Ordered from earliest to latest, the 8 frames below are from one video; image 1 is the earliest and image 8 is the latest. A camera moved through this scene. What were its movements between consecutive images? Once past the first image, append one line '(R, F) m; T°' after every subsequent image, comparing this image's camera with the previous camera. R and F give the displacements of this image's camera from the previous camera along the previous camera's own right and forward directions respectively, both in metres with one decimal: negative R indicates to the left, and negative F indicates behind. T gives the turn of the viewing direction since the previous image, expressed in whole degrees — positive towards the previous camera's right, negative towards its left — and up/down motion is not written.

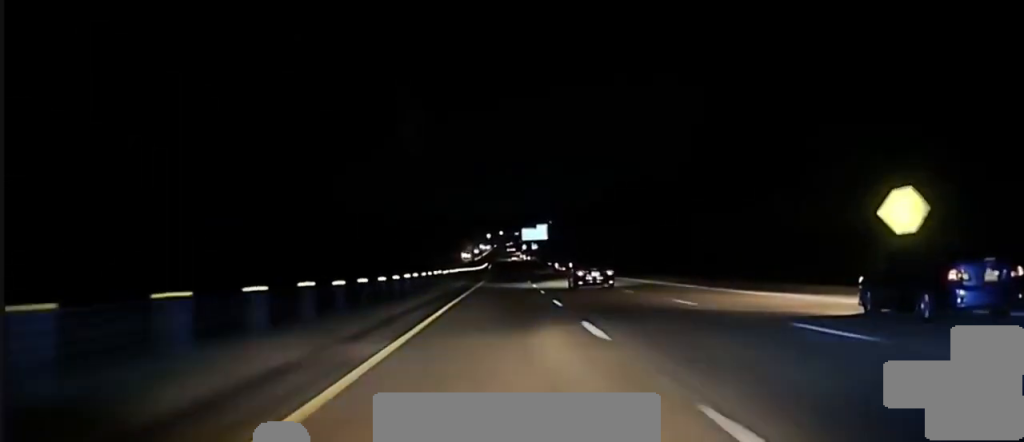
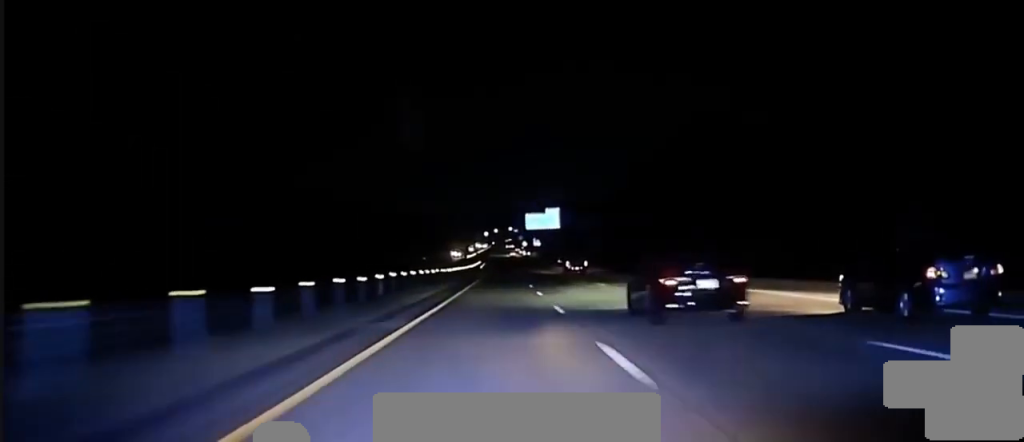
(0.0, +53.7) m; 0°
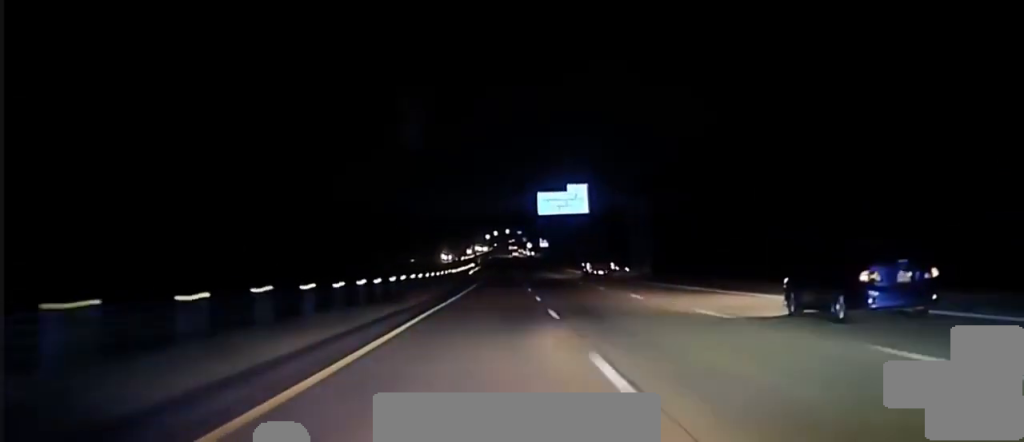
(0.0, +49.0) m; -1°
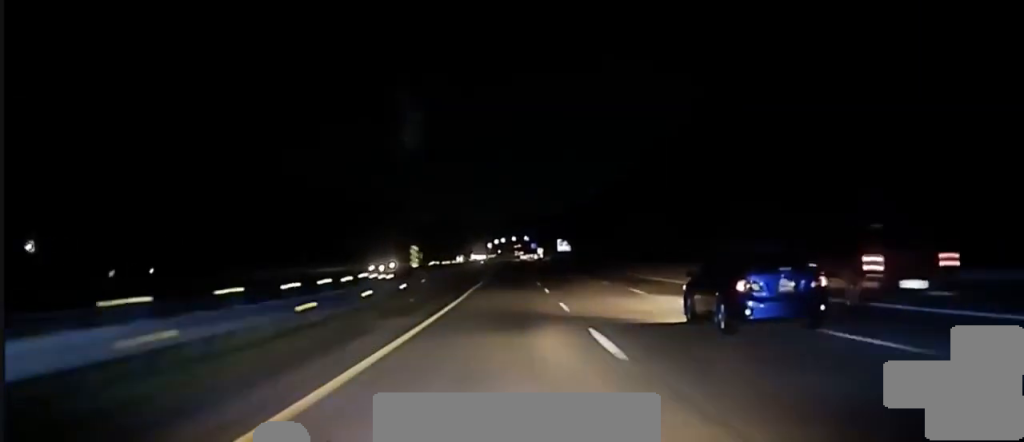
(-0.2, +105.6) m; 0°
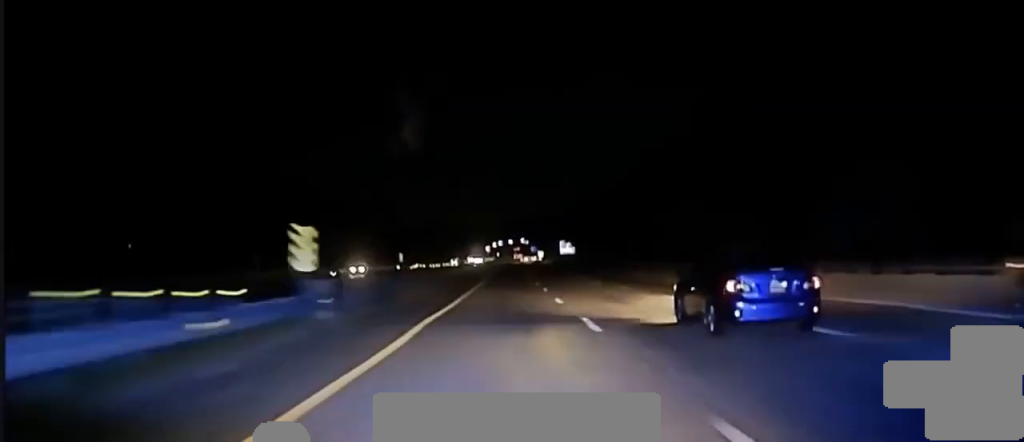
(0.0, +21.3) m; 0°
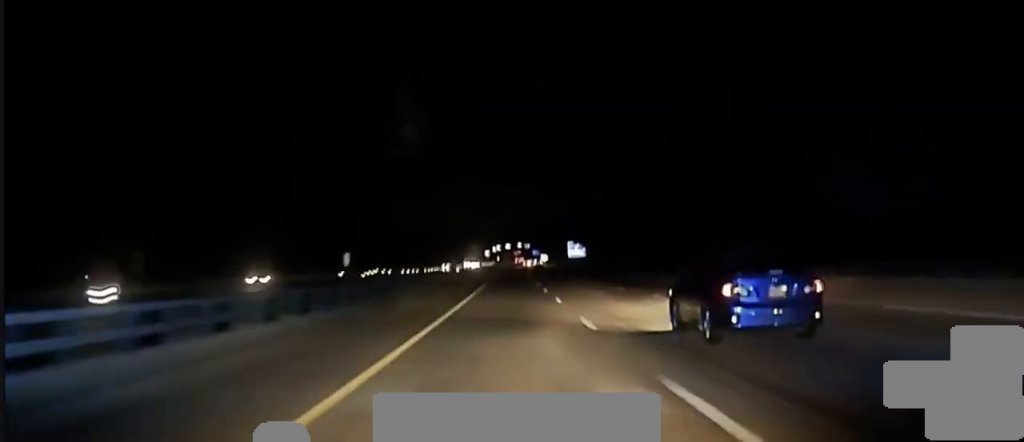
(0.0, +33.2) m; 0°
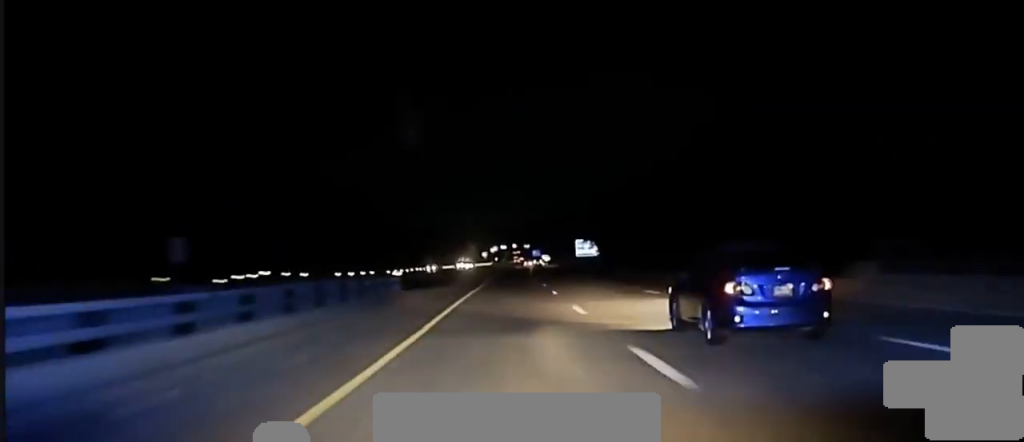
(0.0, +33.2) m; 0°
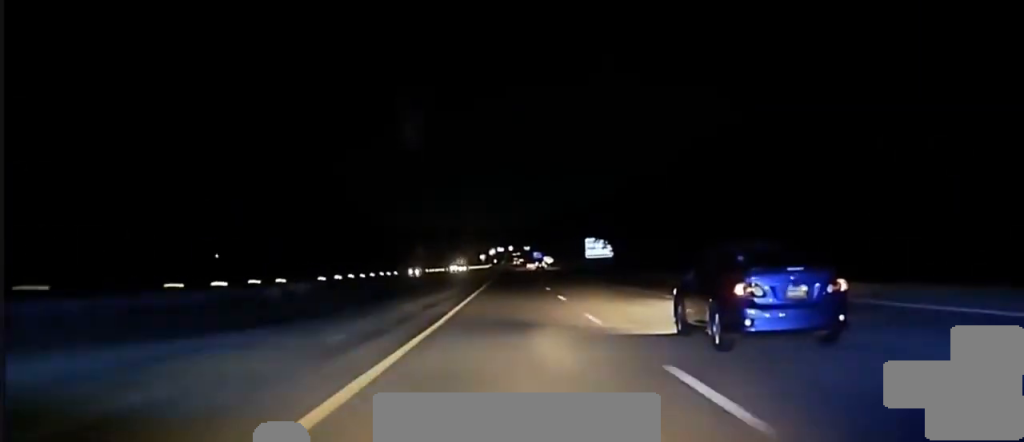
(0.0, +28.4) m; 0°
